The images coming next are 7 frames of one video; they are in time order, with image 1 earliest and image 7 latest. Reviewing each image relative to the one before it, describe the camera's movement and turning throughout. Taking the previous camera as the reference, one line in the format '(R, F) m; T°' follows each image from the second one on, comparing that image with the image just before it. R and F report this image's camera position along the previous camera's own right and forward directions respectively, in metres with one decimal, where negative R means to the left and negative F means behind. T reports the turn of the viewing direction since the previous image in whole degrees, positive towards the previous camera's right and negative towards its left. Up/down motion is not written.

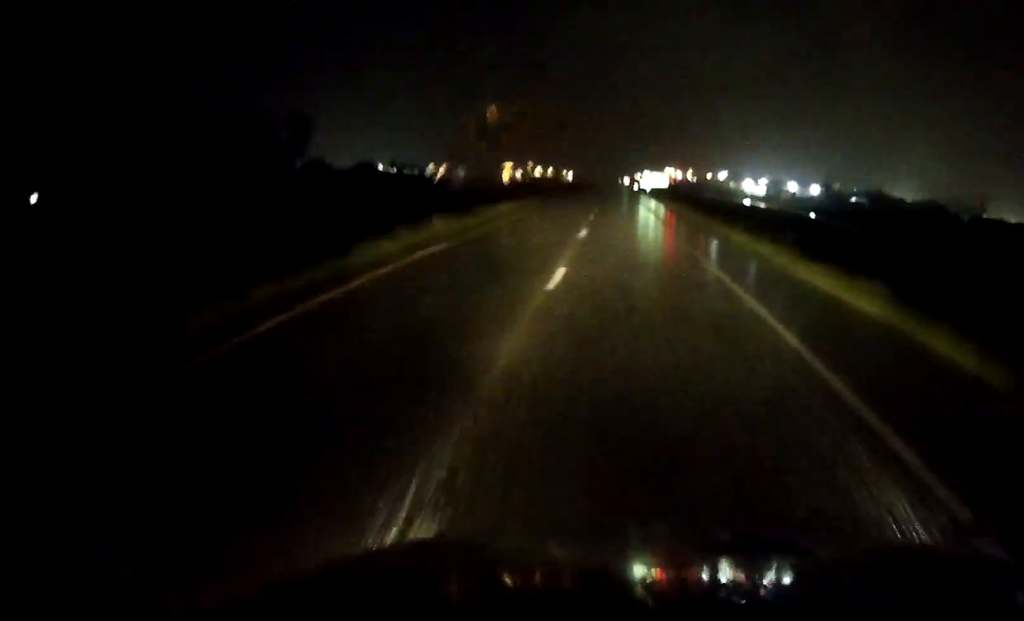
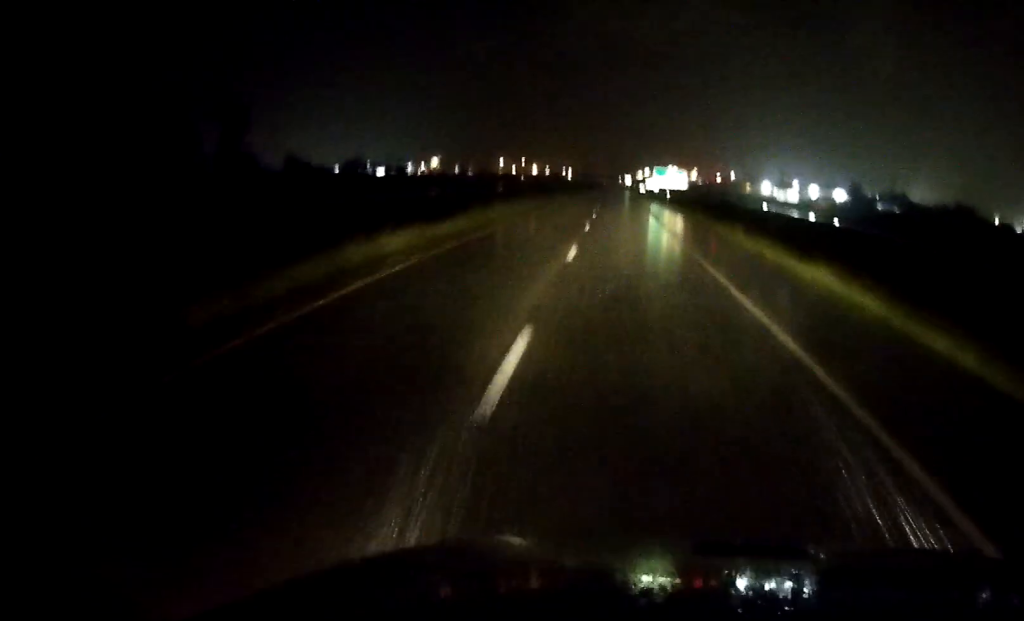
(0.0, +43.2) m; 0°
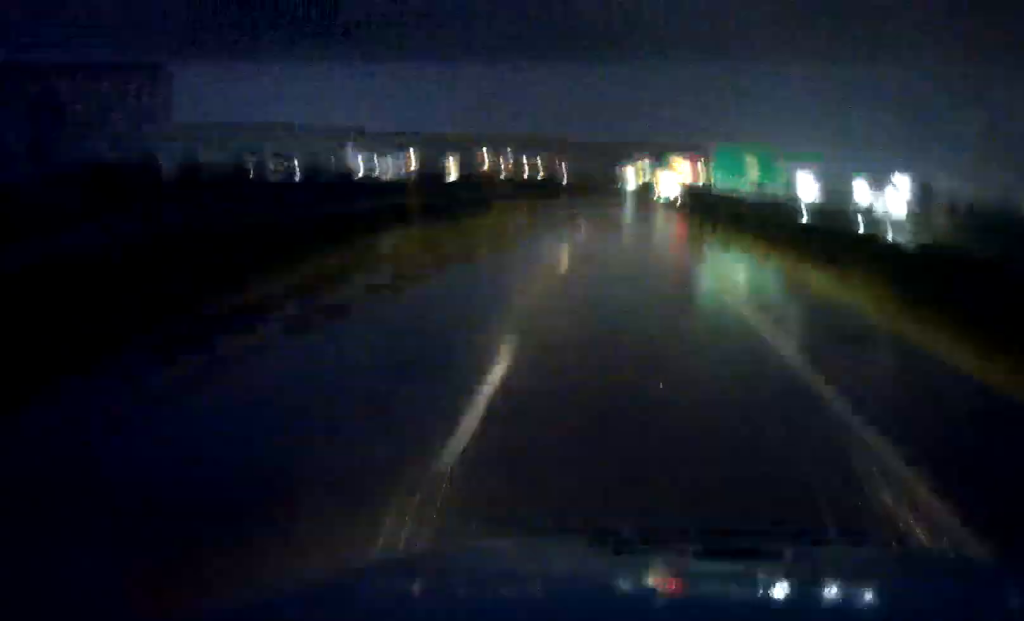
(+0.1, +74.4) m; 0°
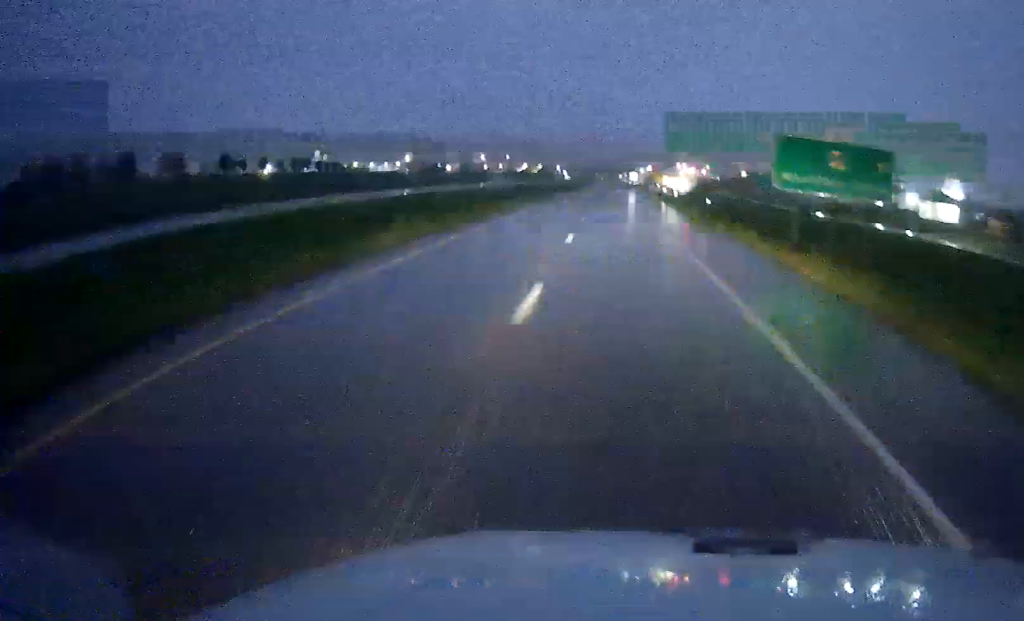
(+0.2, +19.6) m; 0°
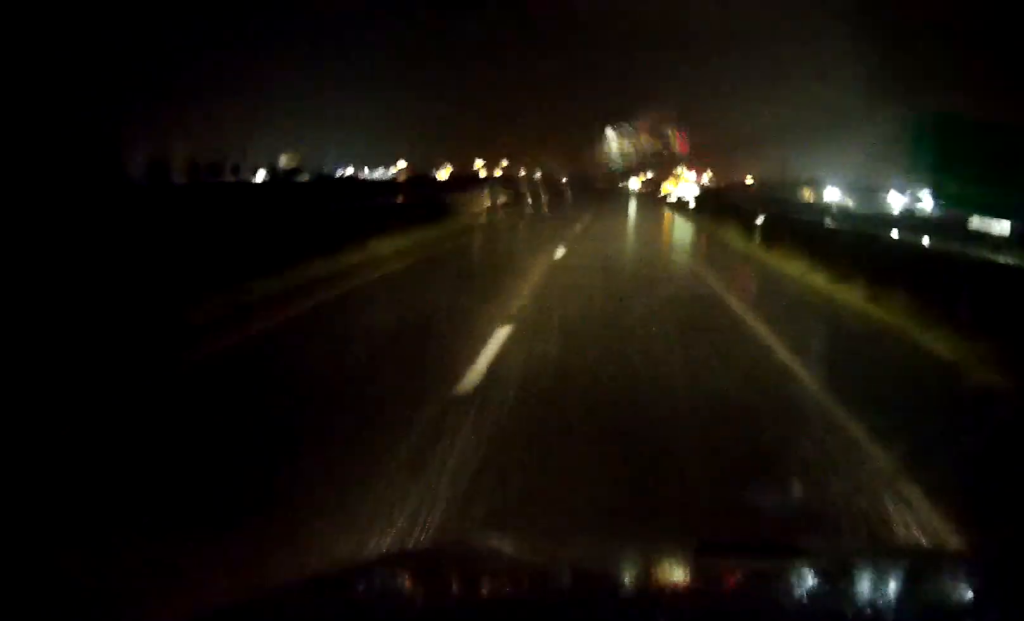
(-0.1, +15.5) m; 0°
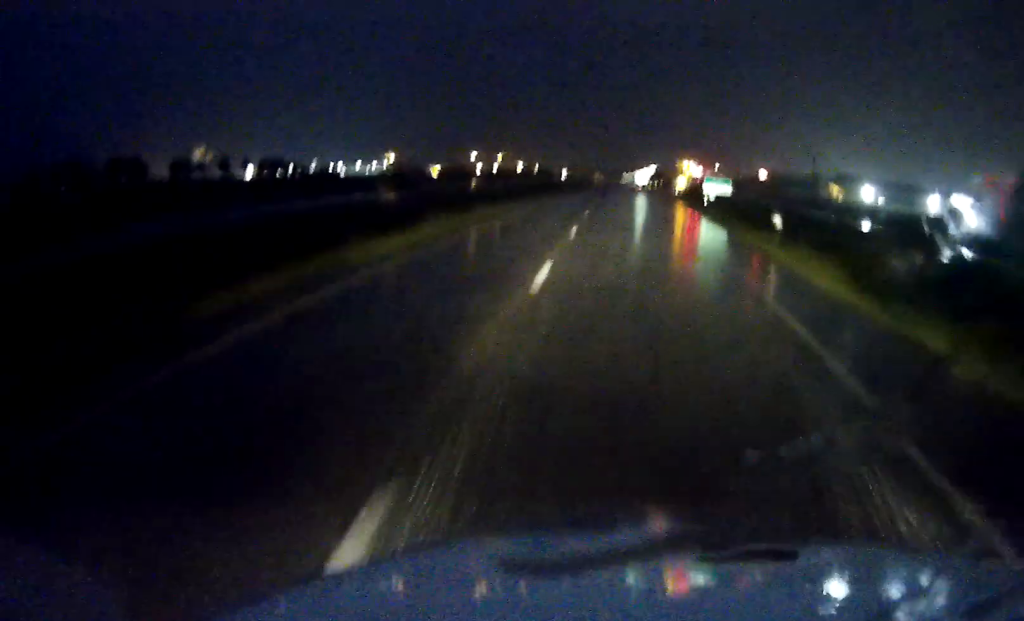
(0.0, +30.0) m; 0°
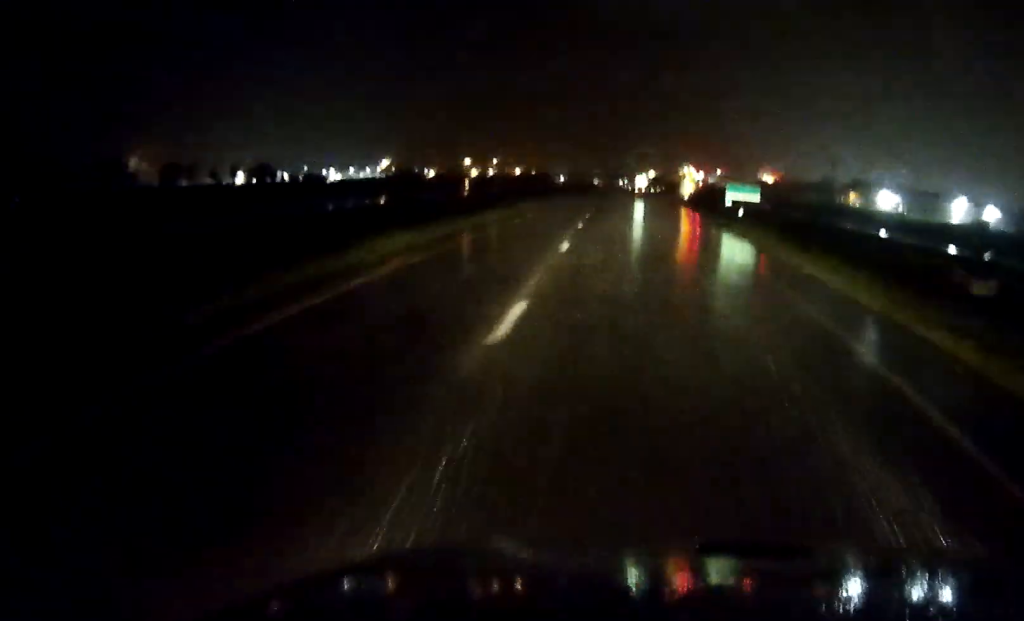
(+0.1, +16.6) m; 0°
